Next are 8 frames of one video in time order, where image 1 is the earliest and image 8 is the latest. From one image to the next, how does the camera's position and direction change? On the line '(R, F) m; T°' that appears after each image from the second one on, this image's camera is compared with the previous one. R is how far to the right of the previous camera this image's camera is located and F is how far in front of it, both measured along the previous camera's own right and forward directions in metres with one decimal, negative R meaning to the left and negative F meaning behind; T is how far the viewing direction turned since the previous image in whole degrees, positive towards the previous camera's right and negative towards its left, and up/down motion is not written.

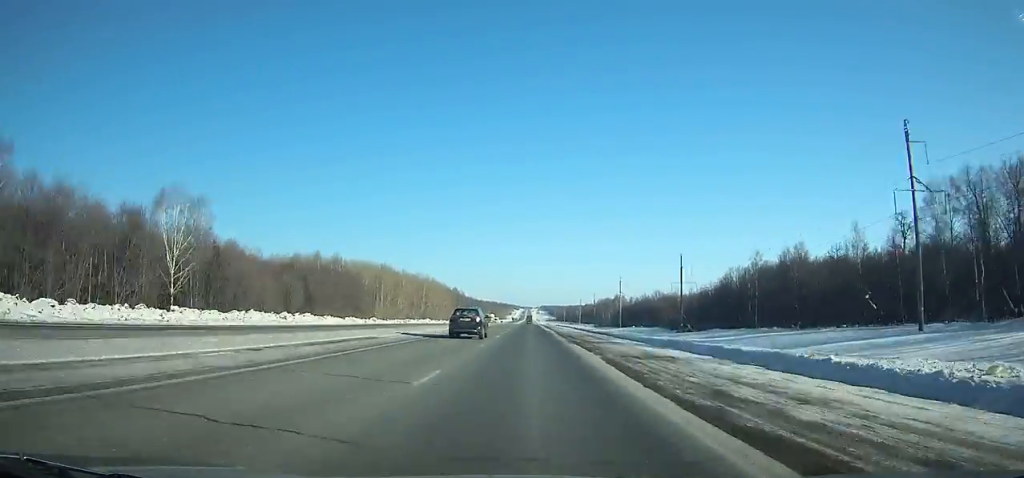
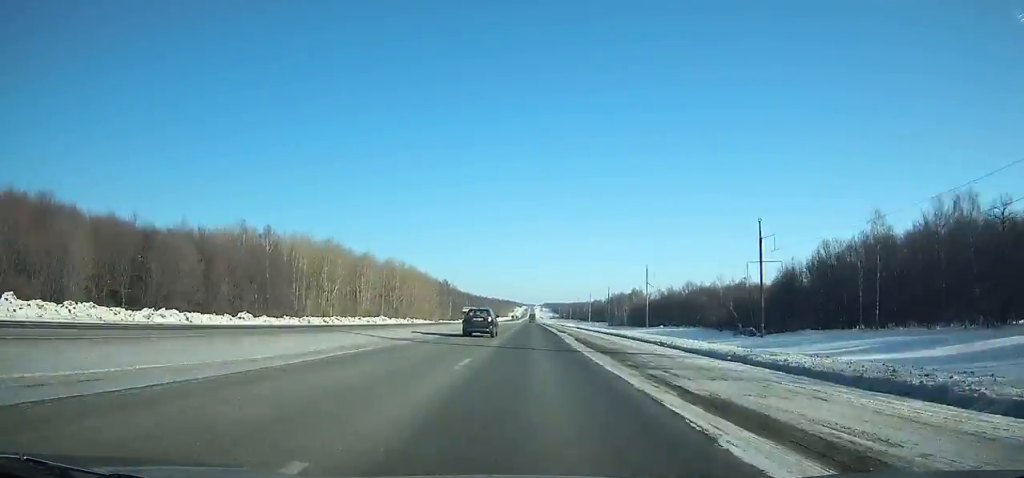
(-0.2, +54.8) m; 0°
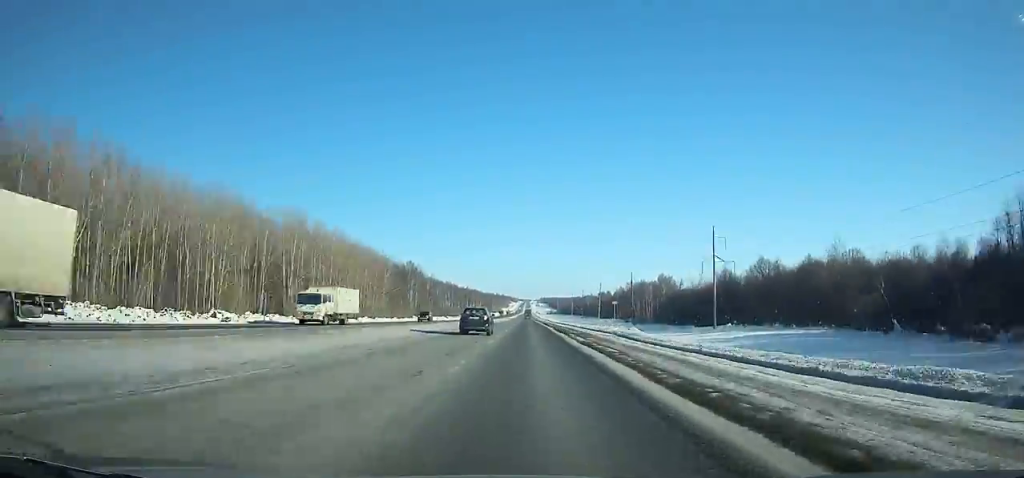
(0.0, +81.8) m; 0°
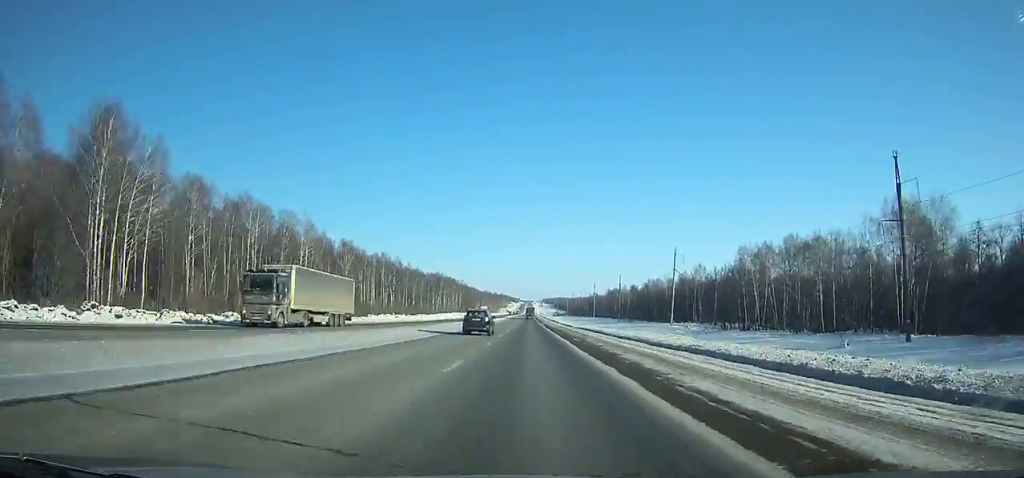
(+0.1, +187.0) m; 0°
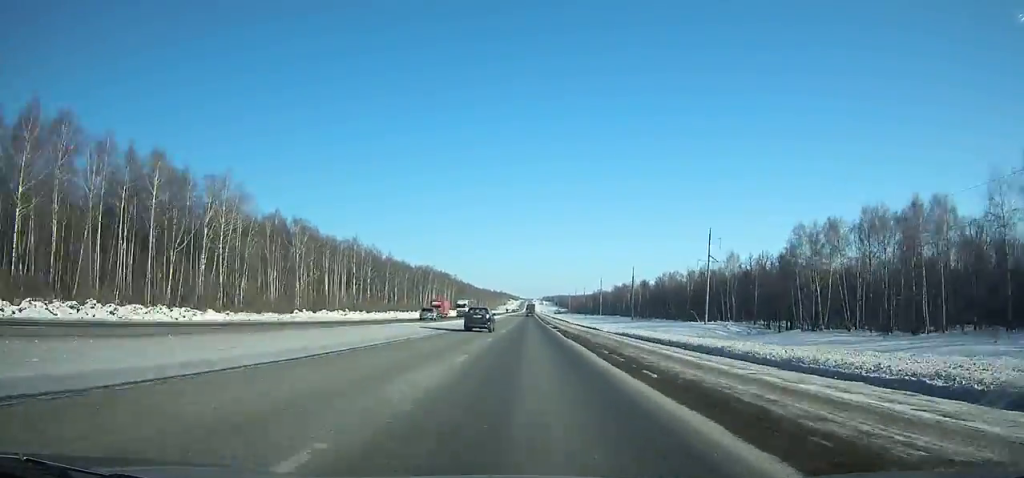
(-0.1, +36.4) m; 0°
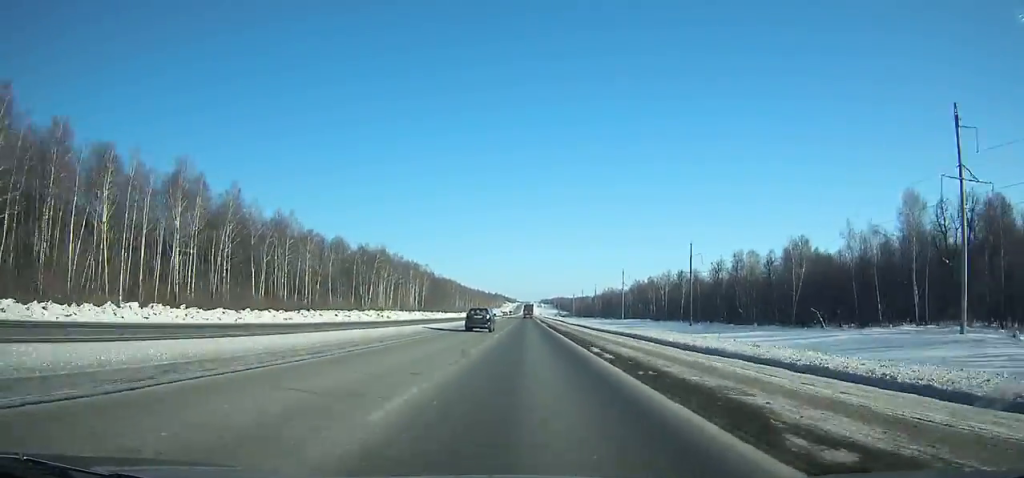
(+0.1, +93.3) m; 0°
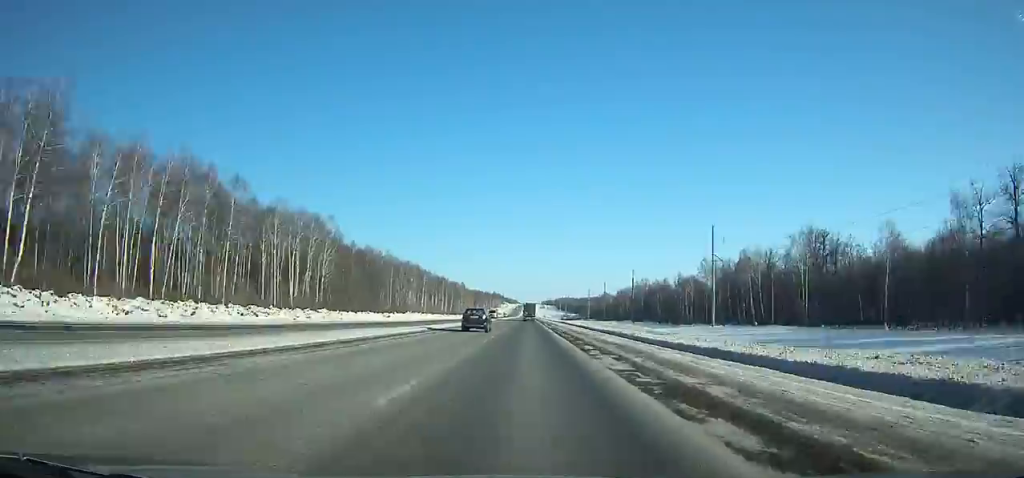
(0.0, +131.7) m; 0°
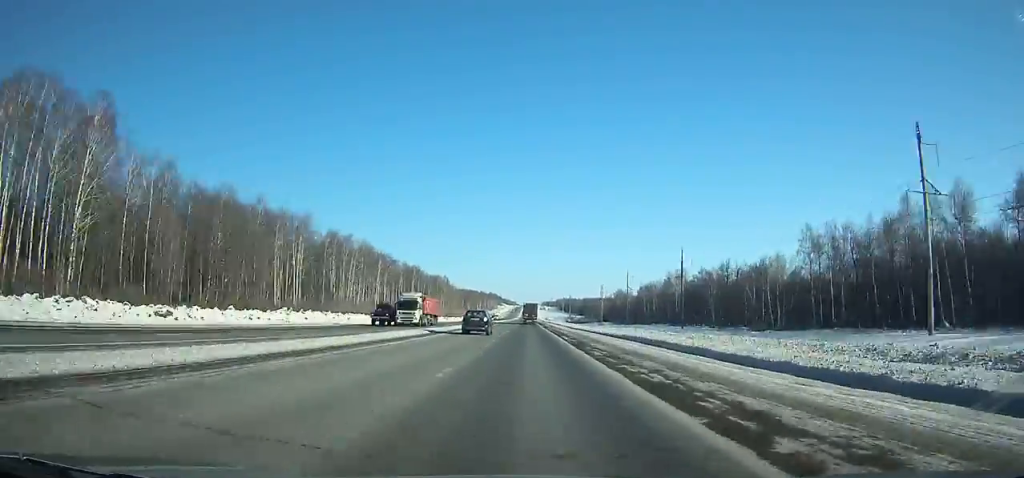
(-0.3, +78.2) m; 0°
